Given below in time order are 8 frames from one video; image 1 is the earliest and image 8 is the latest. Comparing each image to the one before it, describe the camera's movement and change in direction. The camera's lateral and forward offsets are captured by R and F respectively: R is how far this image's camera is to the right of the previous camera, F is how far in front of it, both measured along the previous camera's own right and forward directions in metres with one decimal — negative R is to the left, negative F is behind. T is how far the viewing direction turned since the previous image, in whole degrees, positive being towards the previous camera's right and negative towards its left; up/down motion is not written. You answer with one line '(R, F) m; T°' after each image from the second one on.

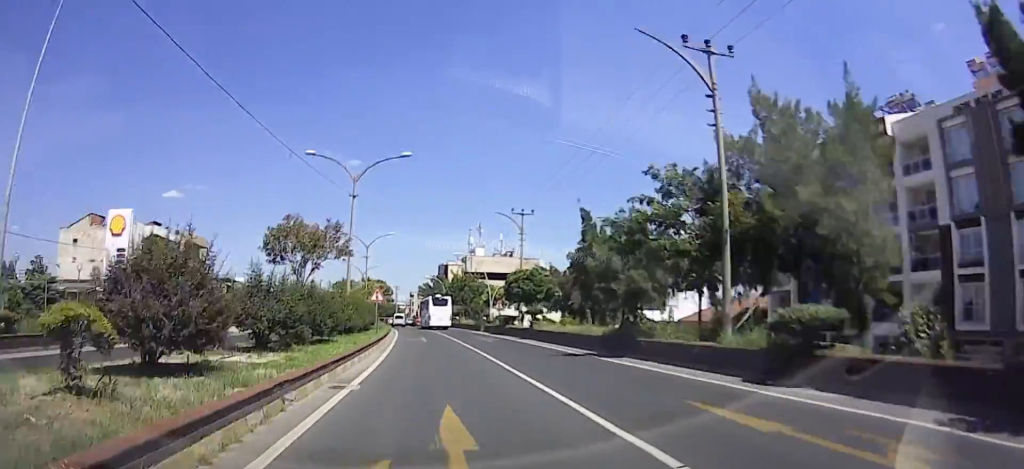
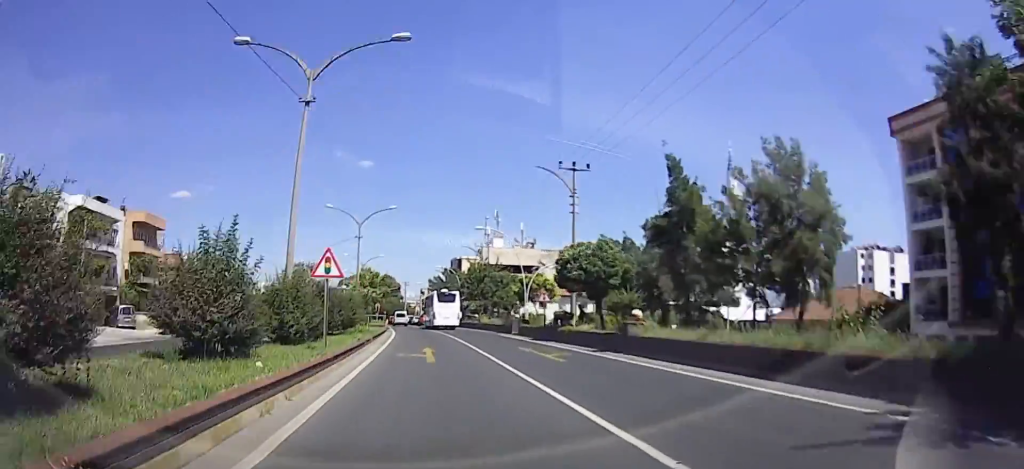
(0.0, +14.6) m; 0°
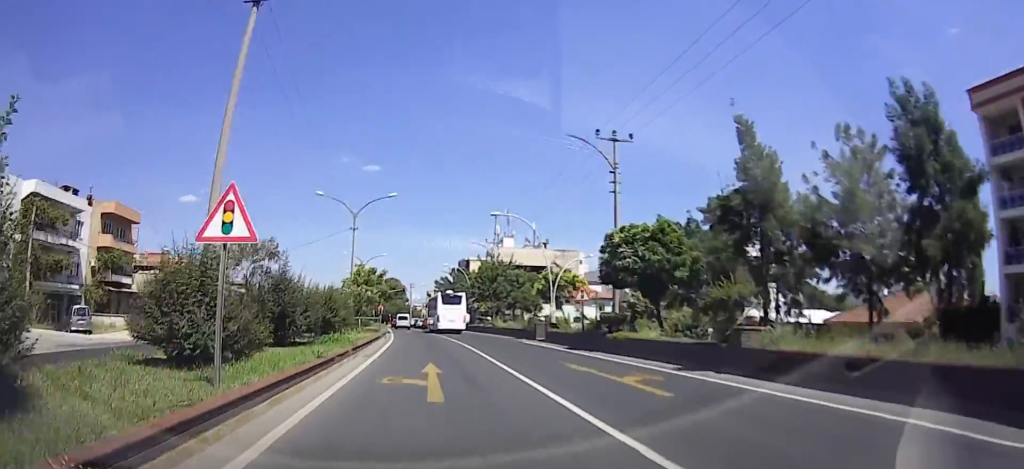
(0.0, +6.0) m; 0°
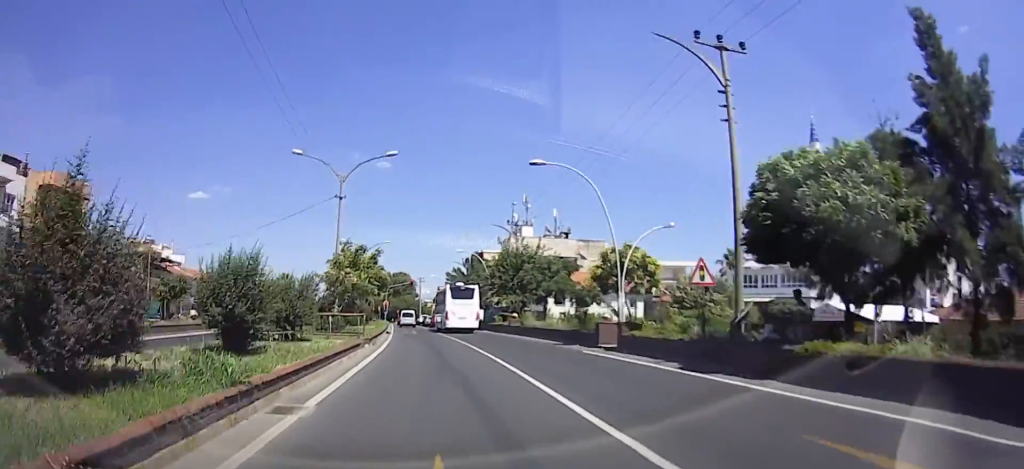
(0.0, +8.1) m; 0°
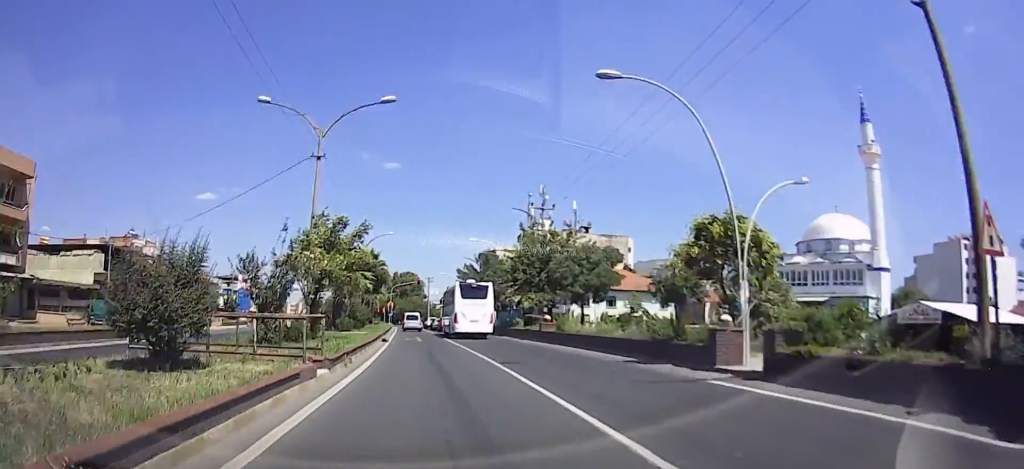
(0.0, +6.3) m; 0°
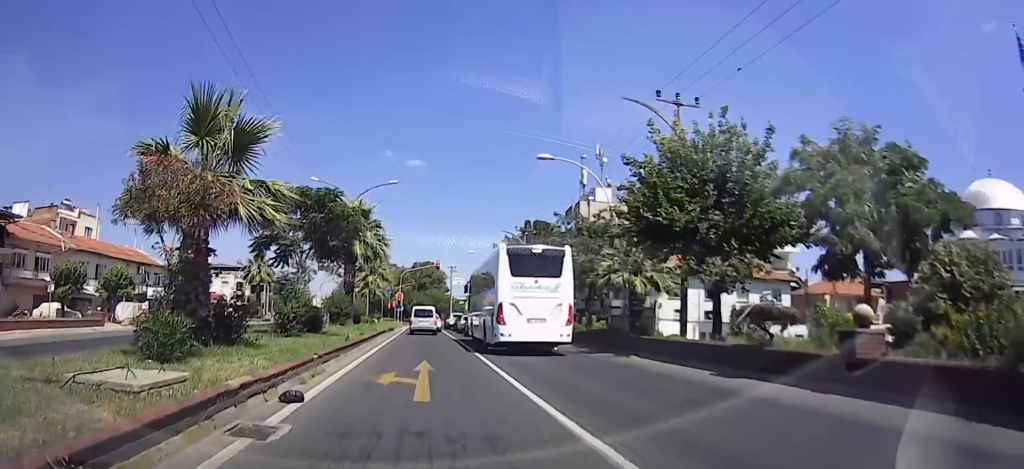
(0.0, +20.5) m; 0°
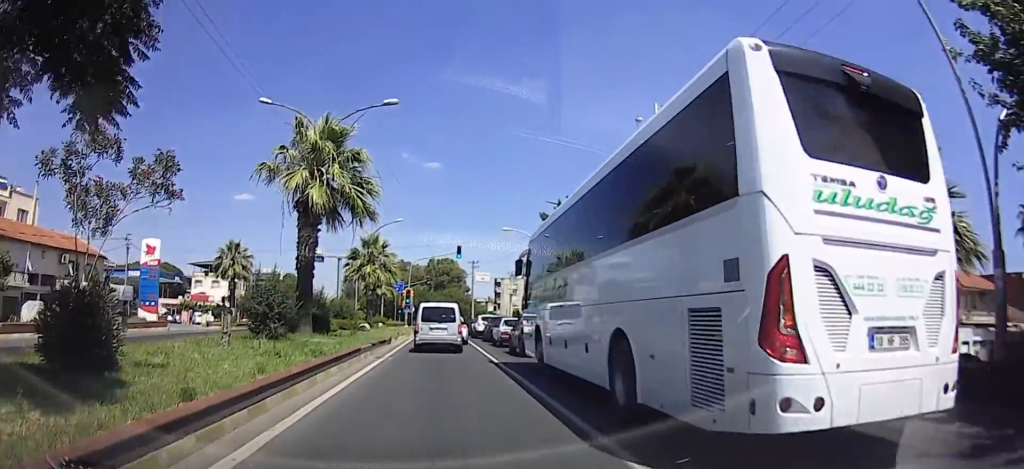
(0.0, +20.2) m; 0°
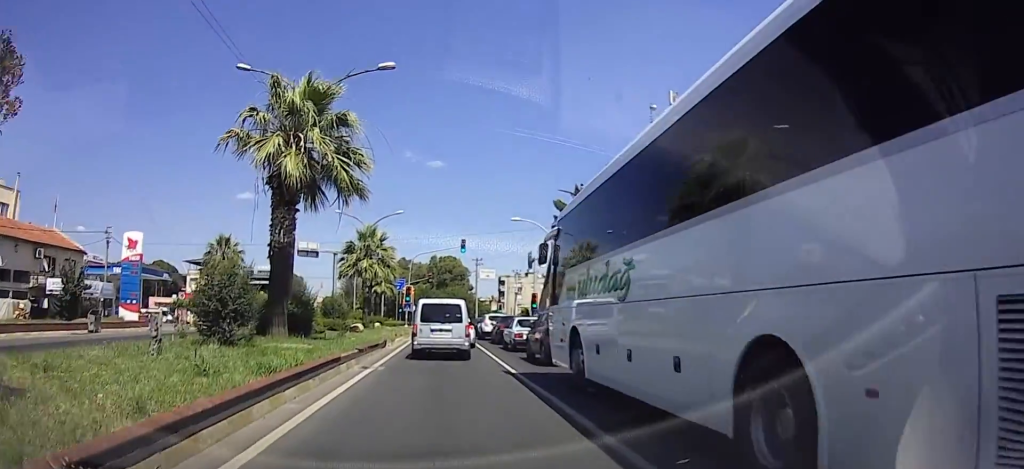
(0.0, +6.1) m; 0°
